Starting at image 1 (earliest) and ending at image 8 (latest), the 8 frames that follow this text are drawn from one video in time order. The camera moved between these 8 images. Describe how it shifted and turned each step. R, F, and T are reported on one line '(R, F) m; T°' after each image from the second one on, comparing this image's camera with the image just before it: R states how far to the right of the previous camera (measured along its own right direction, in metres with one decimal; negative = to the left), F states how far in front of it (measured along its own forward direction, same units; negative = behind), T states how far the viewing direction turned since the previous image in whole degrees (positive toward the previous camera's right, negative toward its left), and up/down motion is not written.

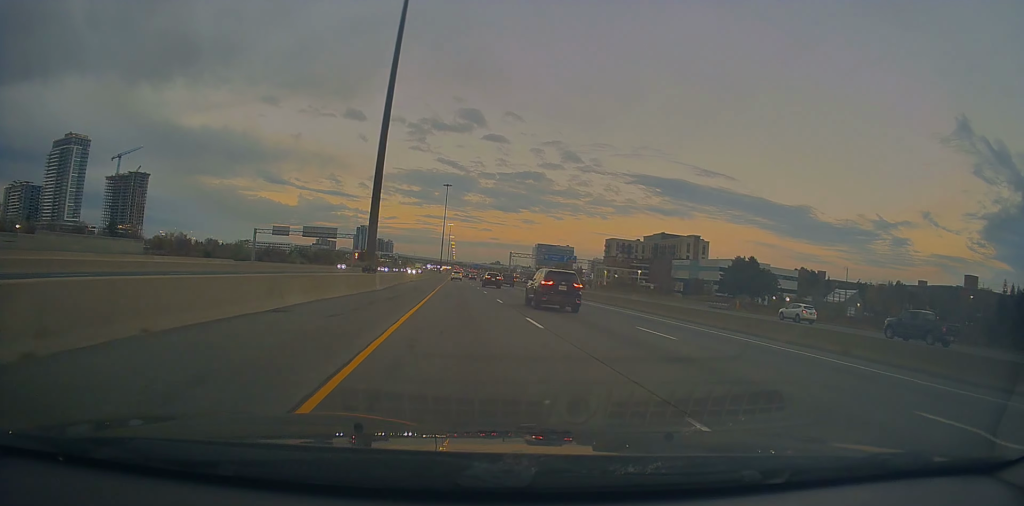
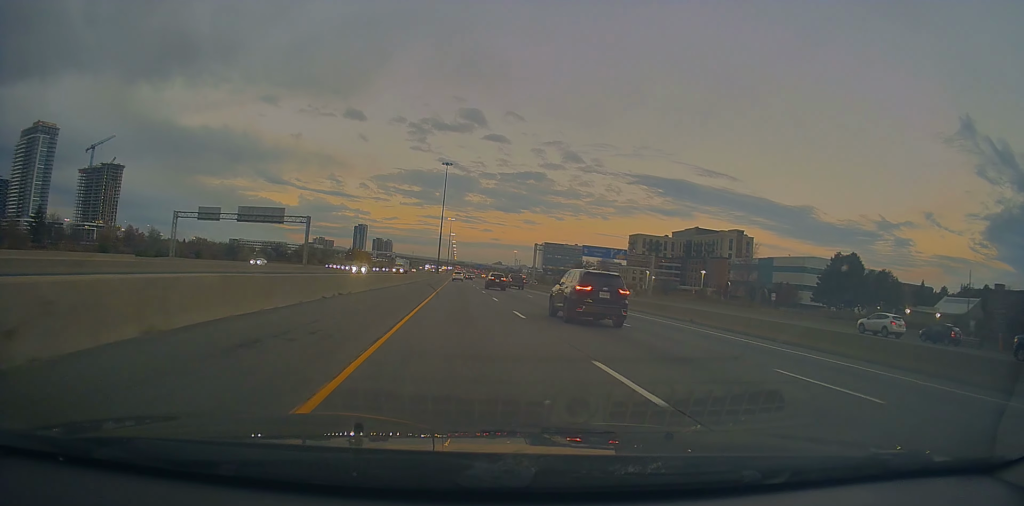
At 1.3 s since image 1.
(0.0, +45.3) m; +1°
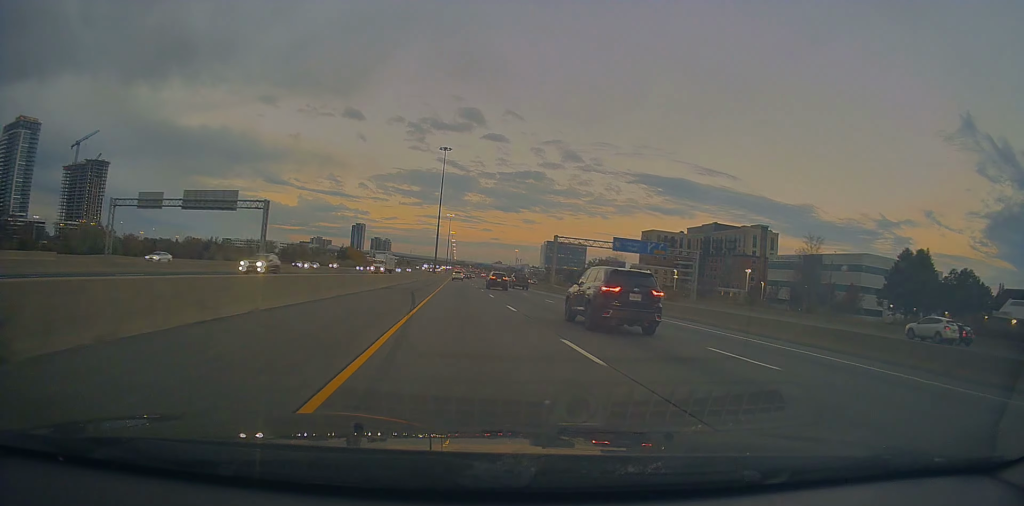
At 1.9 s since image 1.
(+0.2, +21.6) m; 0°
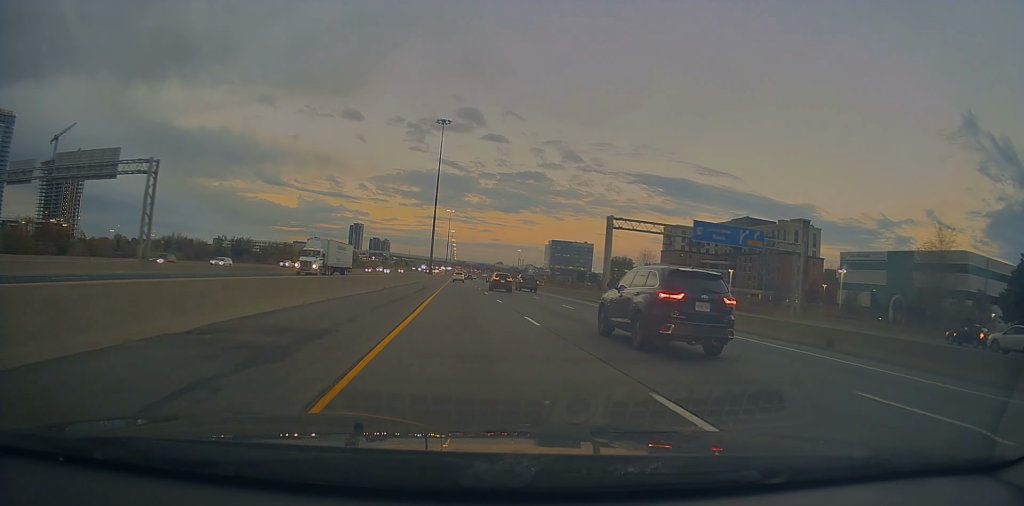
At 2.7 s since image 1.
(-0.1, +30.2) m; -1°
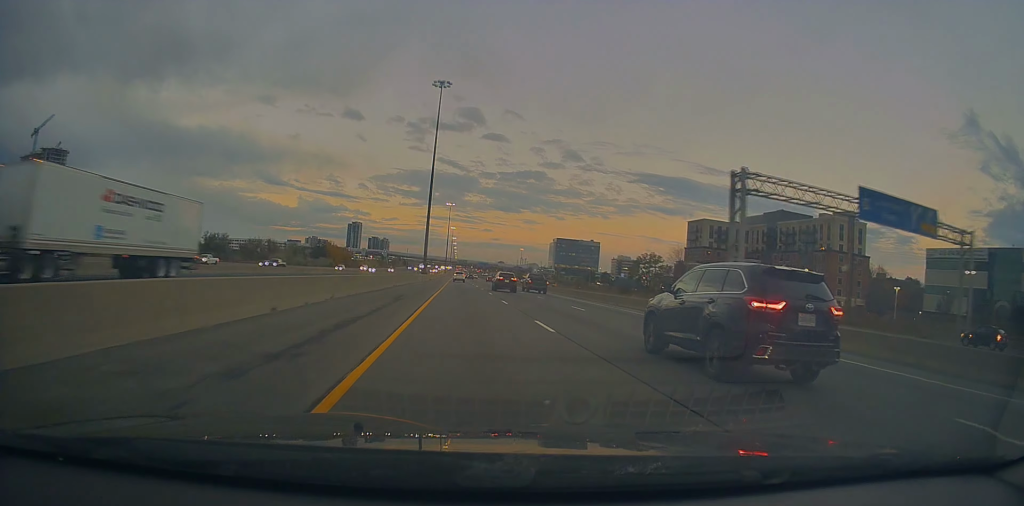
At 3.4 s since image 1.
(-0.3, +26.6) m; -1°
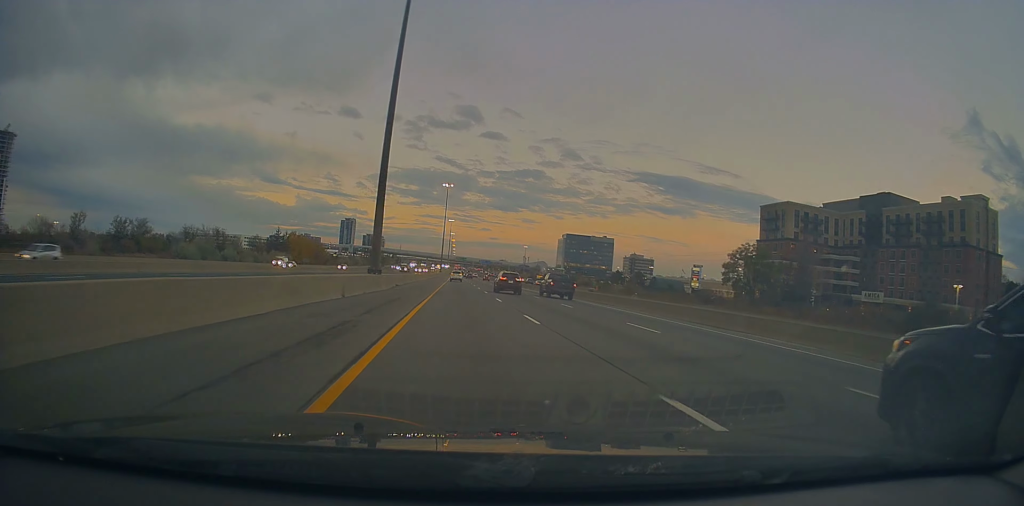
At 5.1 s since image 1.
(+0.6, +59.3) m; +1°
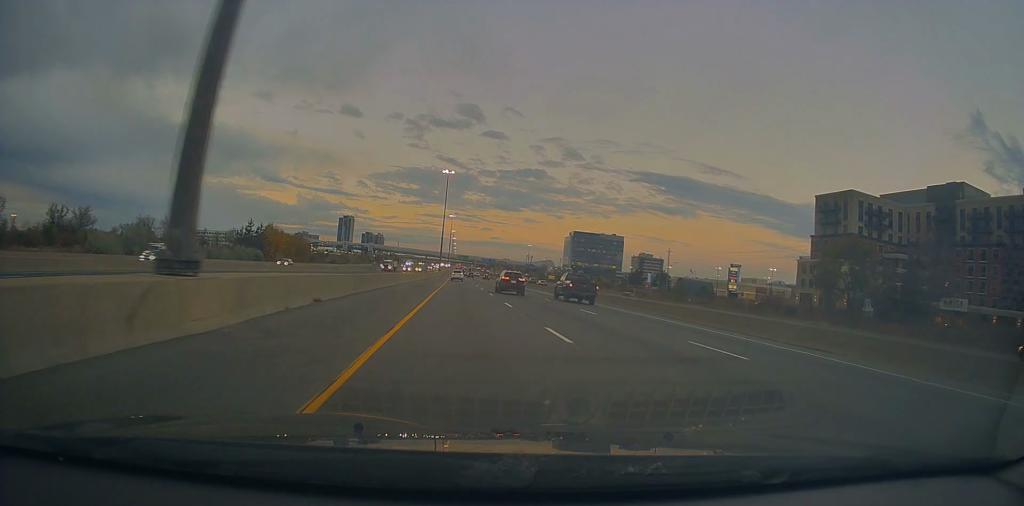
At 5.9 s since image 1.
(-0.1, +29.1) m; 0°
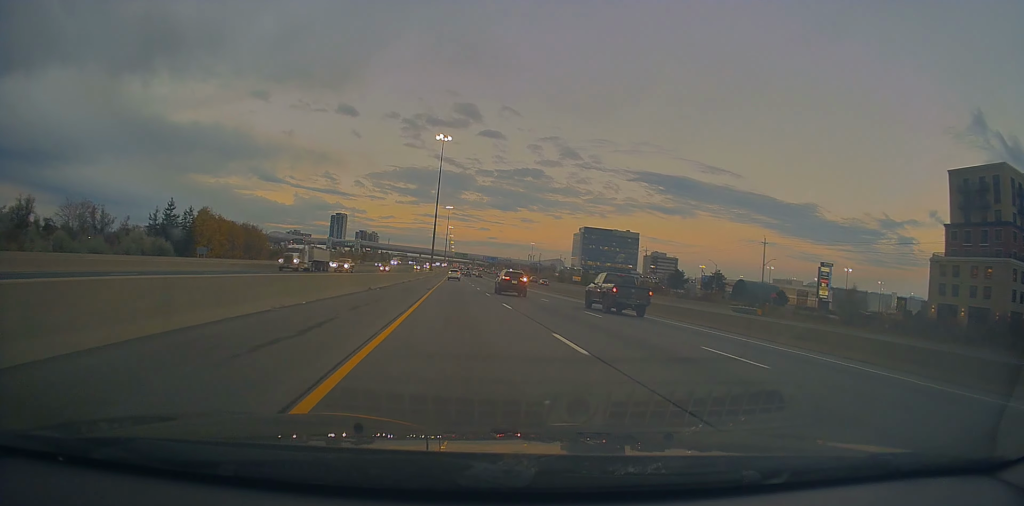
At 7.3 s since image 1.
(-0.3, +50.7) m; 0°
